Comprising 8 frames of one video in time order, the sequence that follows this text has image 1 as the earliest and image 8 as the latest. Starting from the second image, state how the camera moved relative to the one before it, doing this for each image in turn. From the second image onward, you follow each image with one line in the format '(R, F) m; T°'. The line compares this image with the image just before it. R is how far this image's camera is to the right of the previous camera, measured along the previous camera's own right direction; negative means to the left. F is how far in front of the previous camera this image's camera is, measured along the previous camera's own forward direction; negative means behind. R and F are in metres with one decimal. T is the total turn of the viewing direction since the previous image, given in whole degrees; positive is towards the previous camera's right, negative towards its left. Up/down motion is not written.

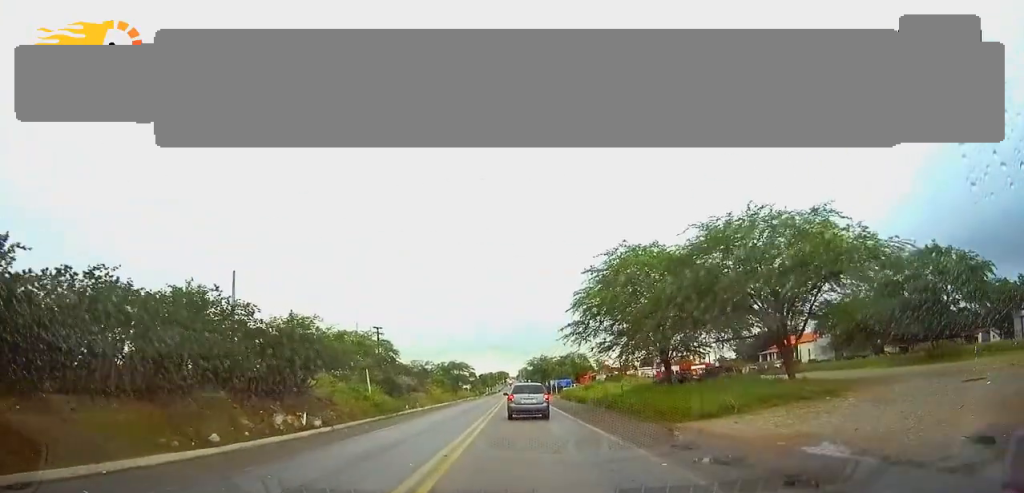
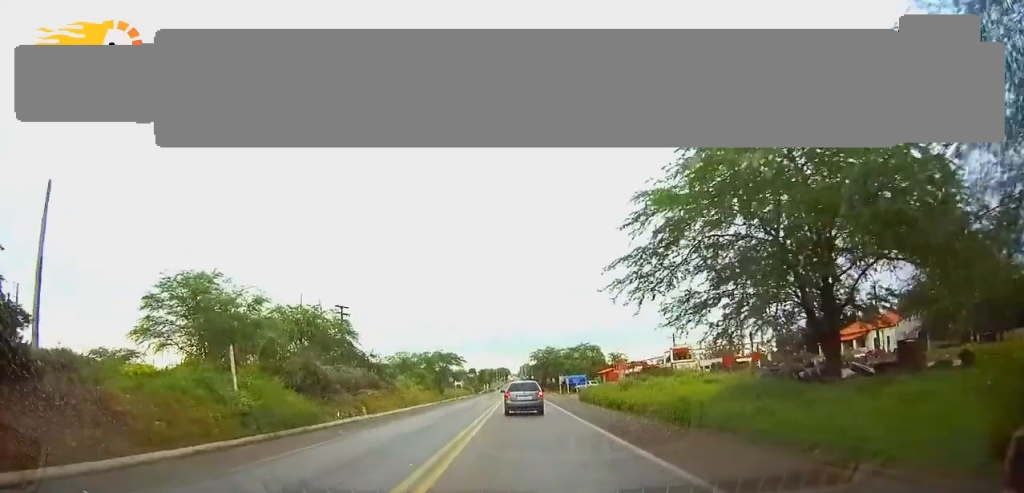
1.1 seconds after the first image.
(-0.1, +21.6) m; 0°
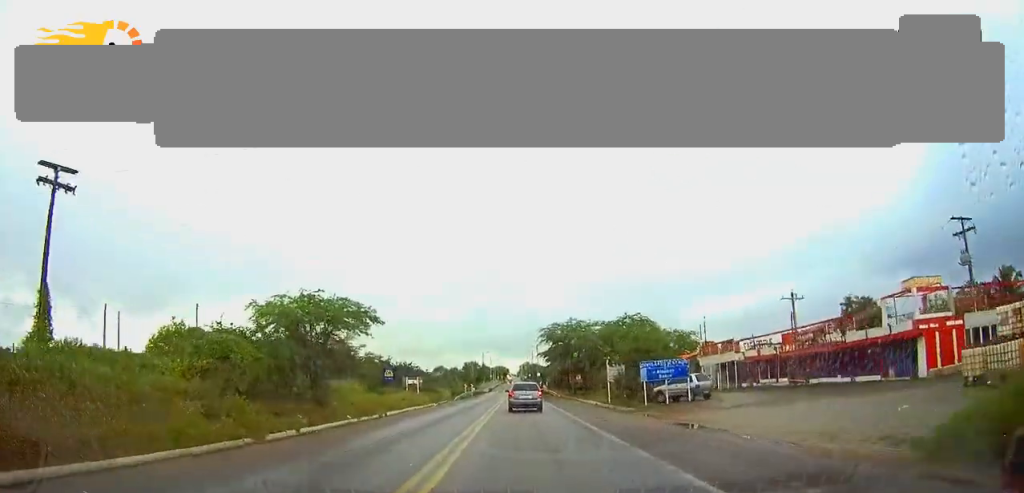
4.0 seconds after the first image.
(+0.2, +52.9) m; 0°
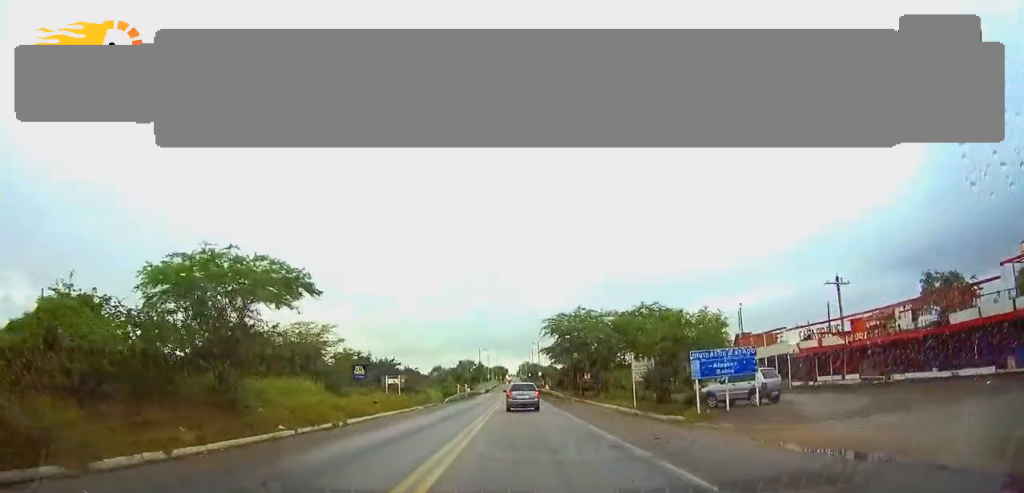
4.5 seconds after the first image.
(0.0, +10.5) m; 0°
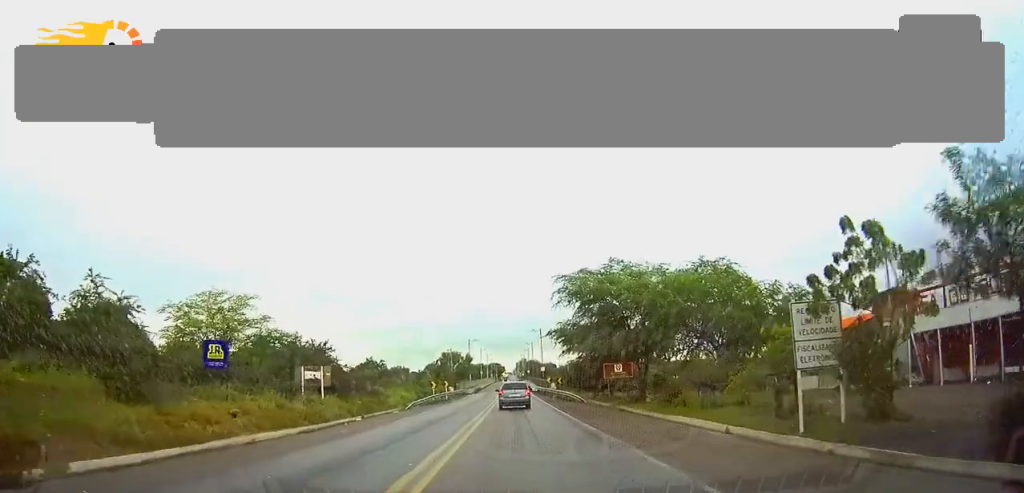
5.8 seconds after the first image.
(+0.1, +22.6) m; 0°
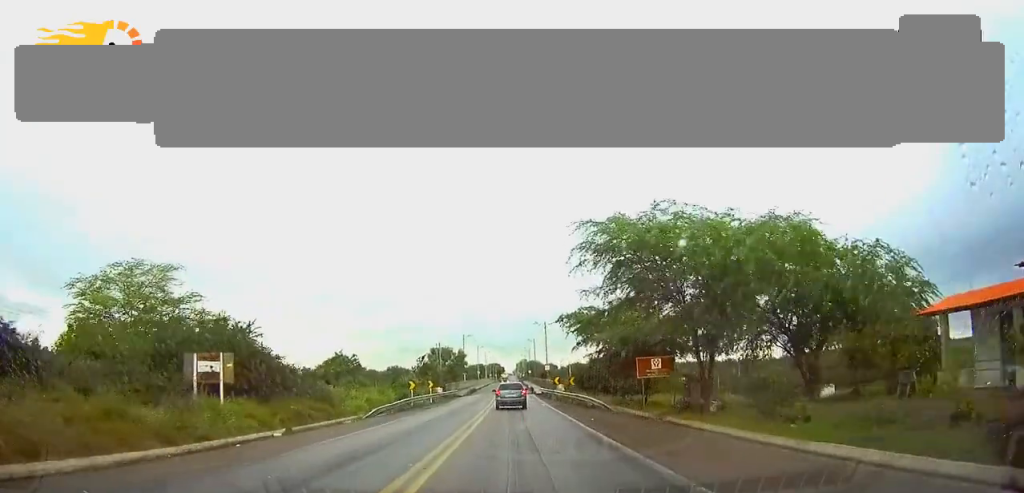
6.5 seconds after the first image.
(0.0, +12.7) m; 0°
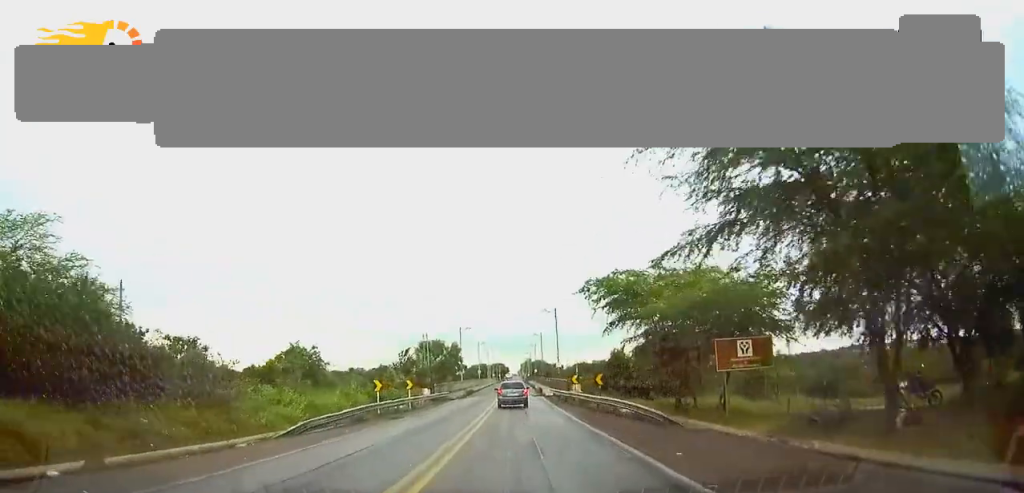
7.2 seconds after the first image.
(0.0, +13.2) m; -1°
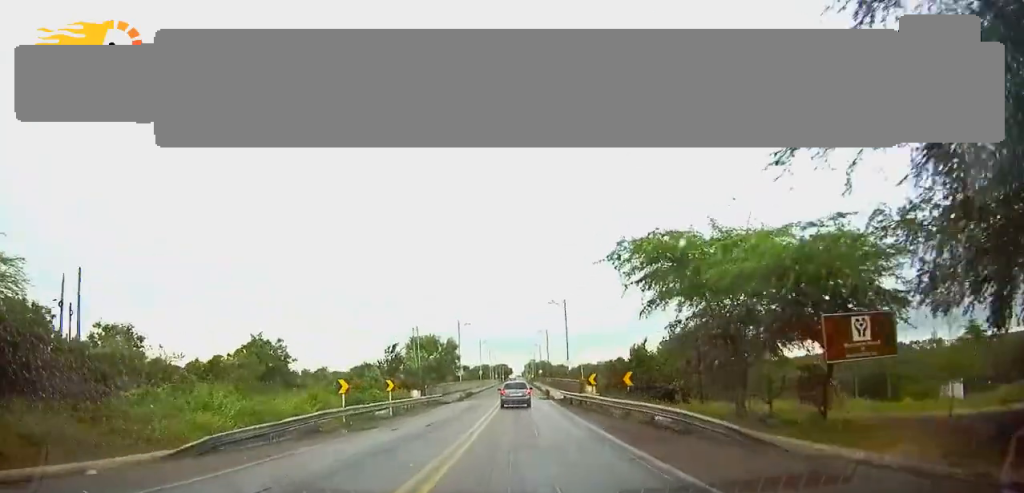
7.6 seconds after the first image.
(0.0, +7.7) m; 0°
